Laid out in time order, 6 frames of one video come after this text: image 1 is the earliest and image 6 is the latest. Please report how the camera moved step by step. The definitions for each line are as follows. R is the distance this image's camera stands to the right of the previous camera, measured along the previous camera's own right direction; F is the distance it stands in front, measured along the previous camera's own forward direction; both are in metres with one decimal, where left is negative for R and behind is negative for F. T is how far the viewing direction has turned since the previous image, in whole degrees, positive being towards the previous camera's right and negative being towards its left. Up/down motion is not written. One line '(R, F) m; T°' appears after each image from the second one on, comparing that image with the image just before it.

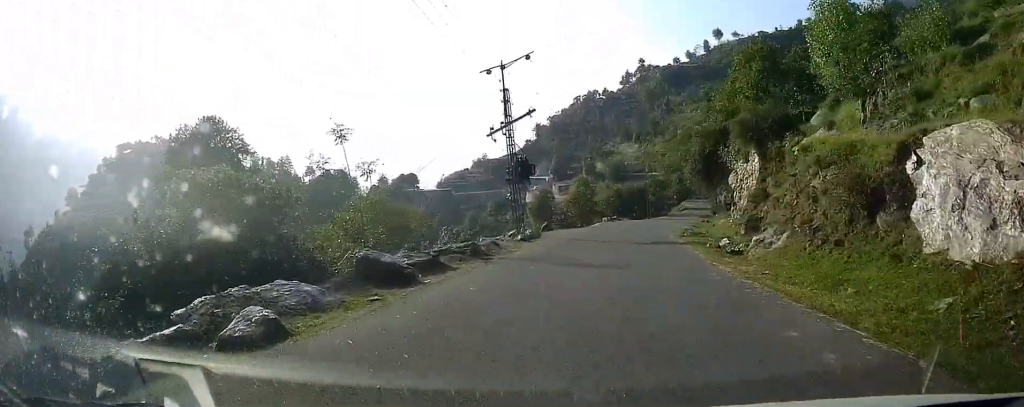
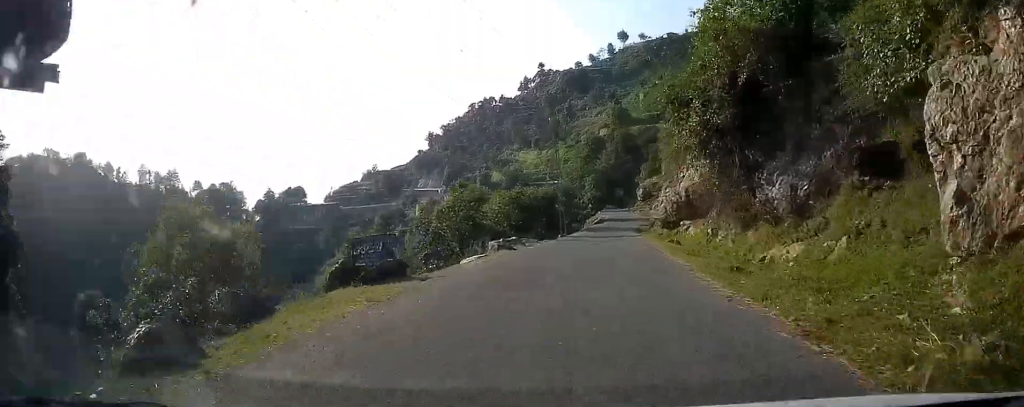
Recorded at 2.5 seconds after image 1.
(+1.9, +20.4) m; +12°
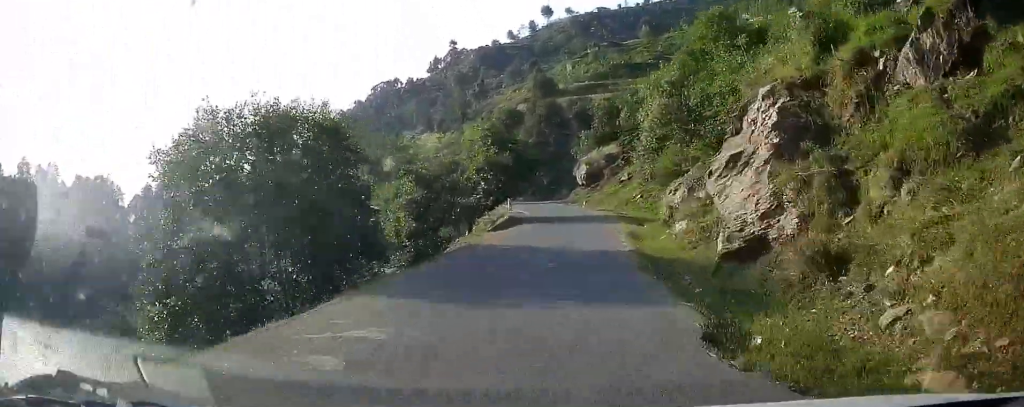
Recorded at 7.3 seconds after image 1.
(+5.1, +44.8) m; +9°
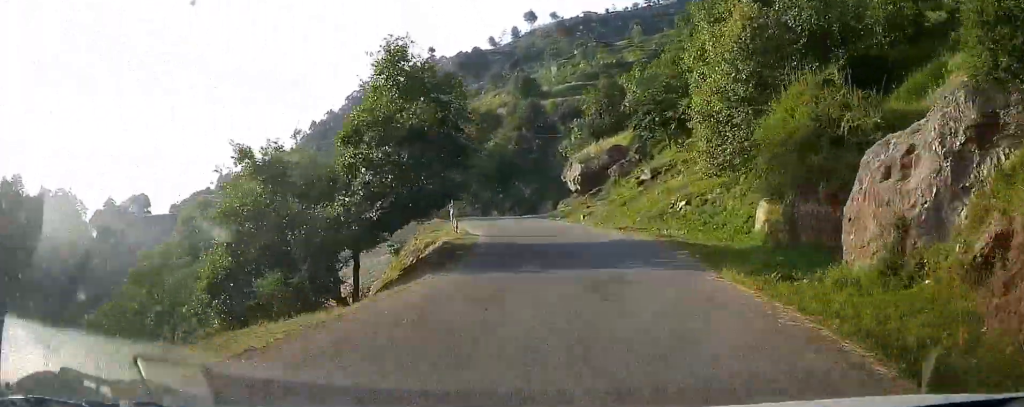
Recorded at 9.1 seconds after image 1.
(+0.3, +18.5) m; +1°
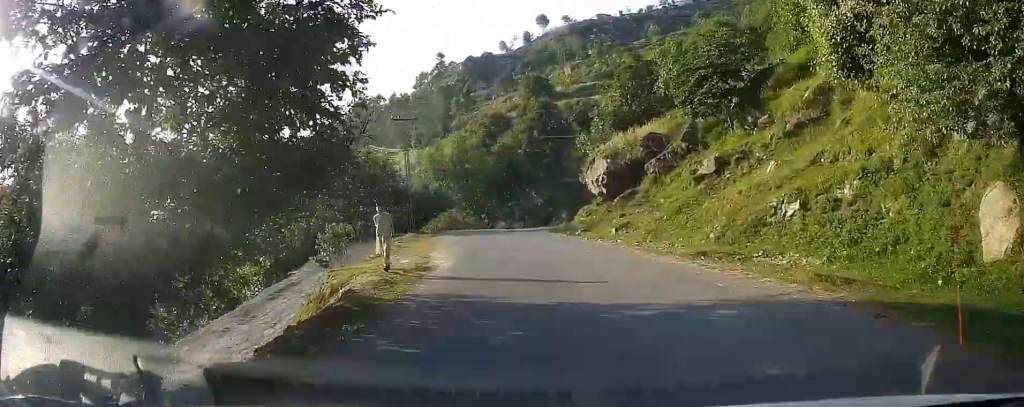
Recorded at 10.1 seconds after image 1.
(+0.1, +11.1) m; +1°
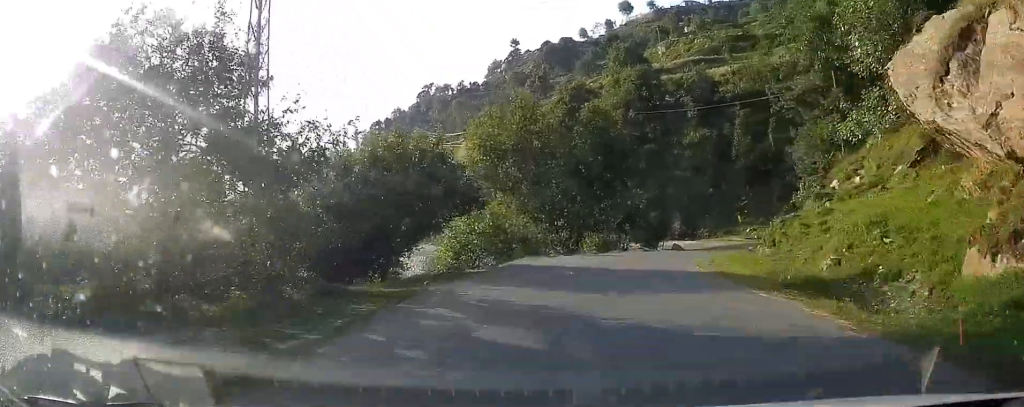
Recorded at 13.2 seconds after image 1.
(-1.9, +30.0) m; -7°
